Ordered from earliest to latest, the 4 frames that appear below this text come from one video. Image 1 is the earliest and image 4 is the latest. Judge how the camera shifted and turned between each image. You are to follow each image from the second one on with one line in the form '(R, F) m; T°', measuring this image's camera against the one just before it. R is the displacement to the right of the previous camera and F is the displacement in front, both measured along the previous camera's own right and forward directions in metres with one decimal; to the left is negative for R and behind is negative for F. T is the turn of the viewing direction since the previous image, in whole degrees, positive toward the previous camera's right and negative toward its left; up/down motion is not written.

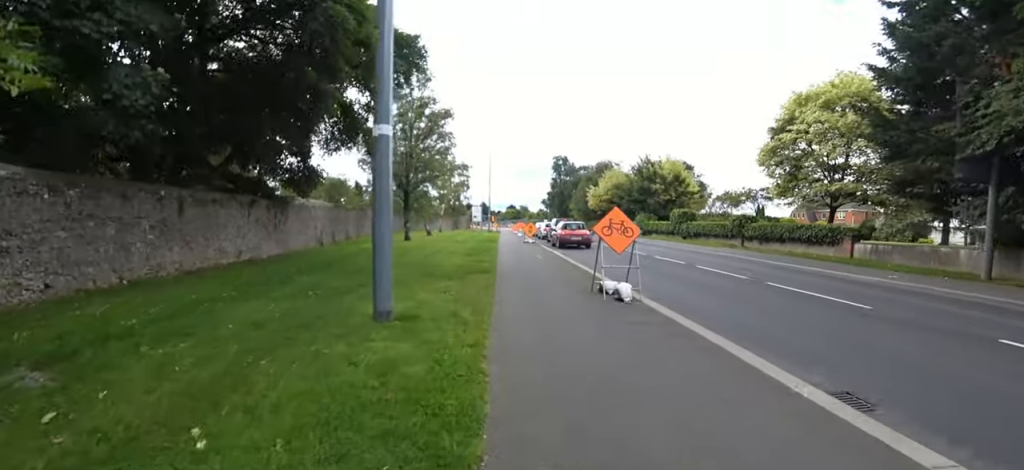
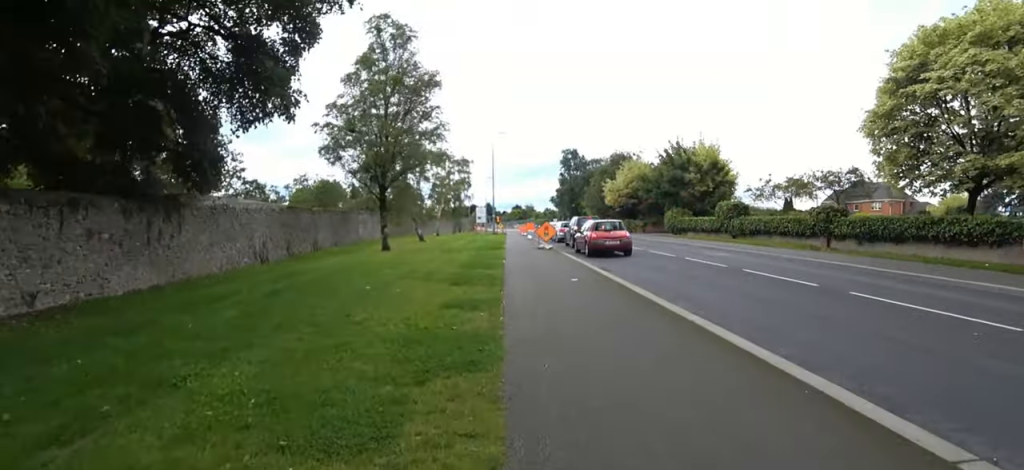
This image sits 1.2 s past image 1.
(0.0, +6.1) m; 0°
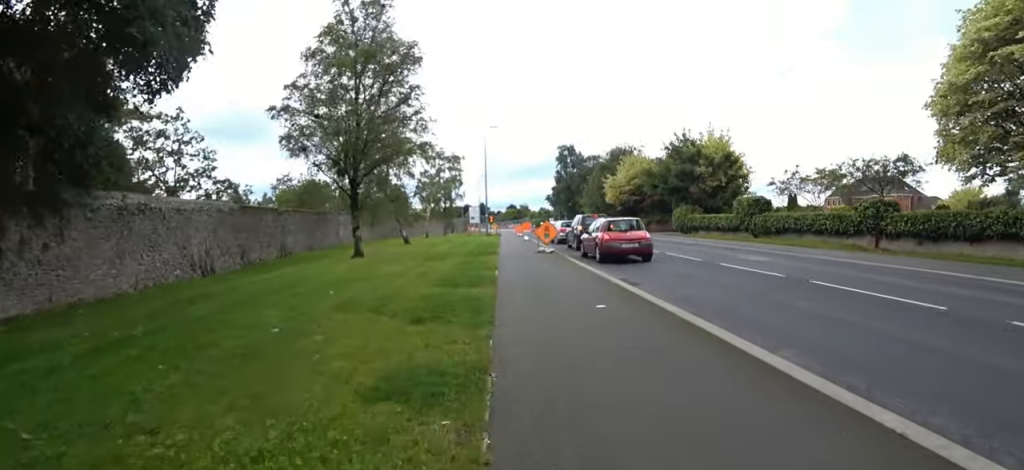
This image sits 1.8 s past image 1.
(0.0, +2.9) m; 0°
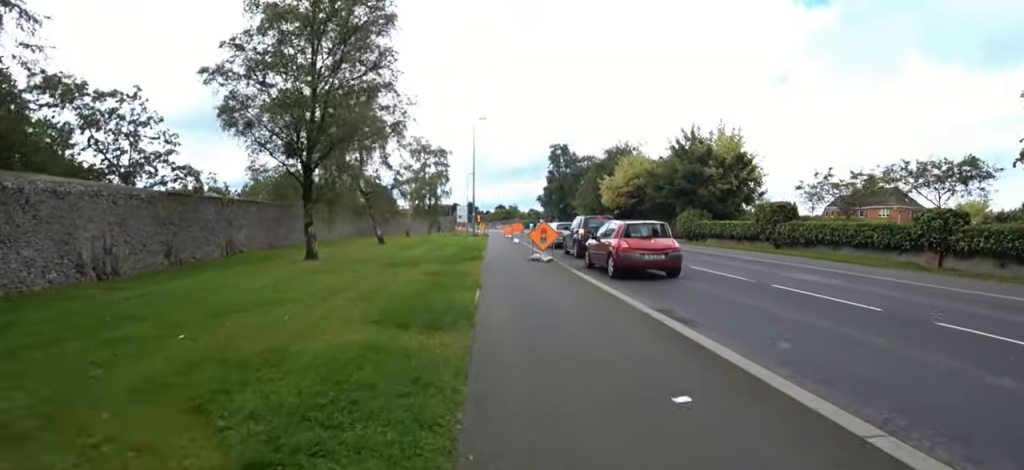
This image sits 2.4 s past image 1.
(0.0, +3.1) m; 0°
